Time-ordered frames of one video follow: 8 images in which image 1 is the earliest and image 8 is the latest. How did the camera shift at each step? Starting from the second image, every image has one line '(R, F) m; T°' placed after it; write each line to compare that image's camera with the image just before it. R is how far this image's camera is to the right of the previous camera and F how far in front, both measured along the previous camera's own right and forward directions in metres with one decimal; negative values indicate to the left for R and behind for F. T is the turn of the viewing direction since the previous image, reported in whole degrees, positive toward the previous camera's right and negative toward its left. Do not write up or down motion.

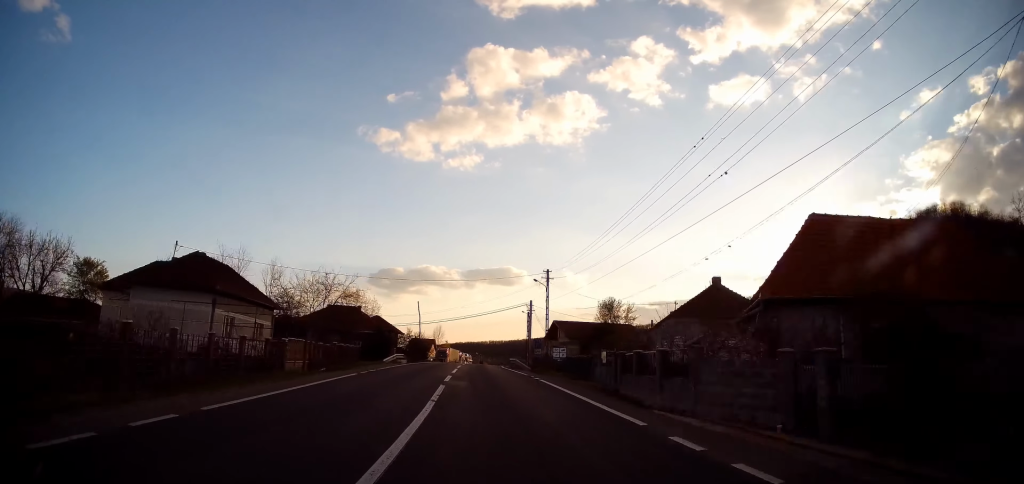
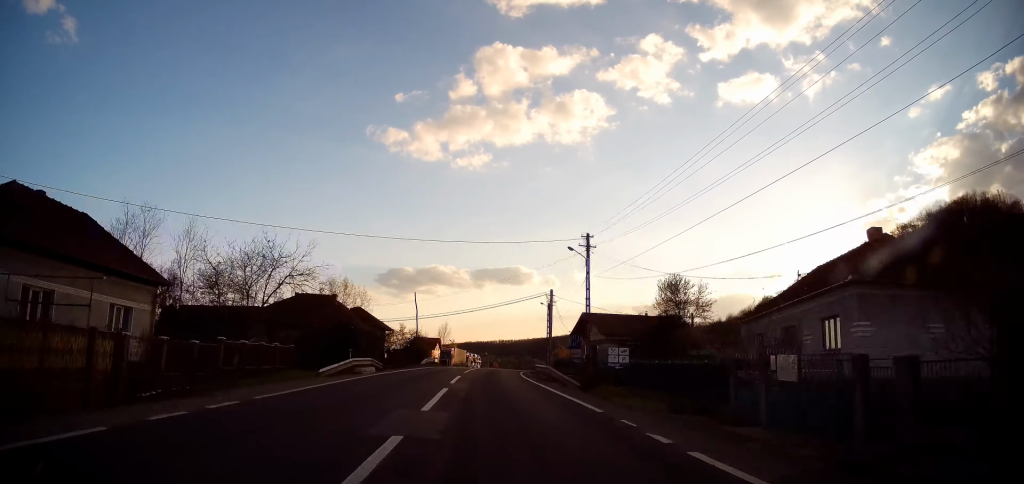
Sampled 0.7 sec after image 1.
(-0.6, +15.4) m; -3°
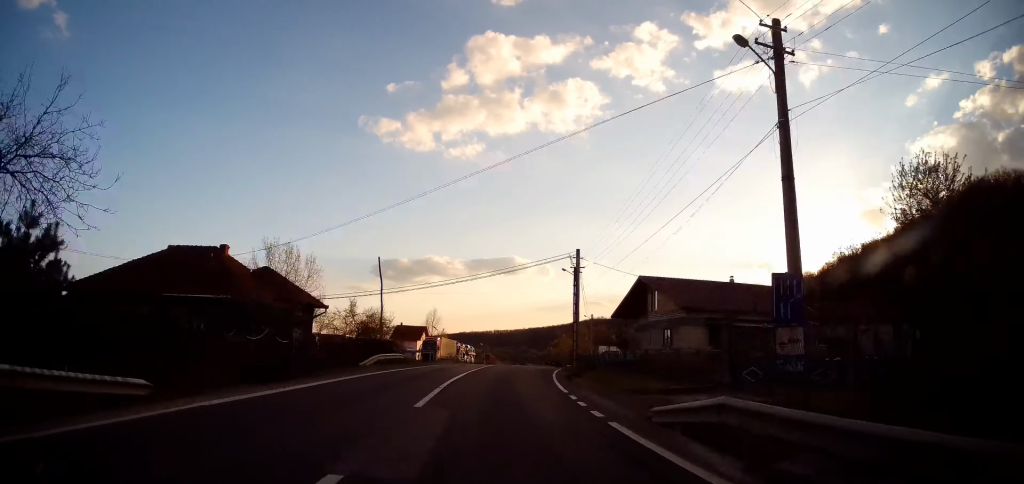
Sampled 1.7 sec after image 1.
(-0.9, +22.9) m; -2°
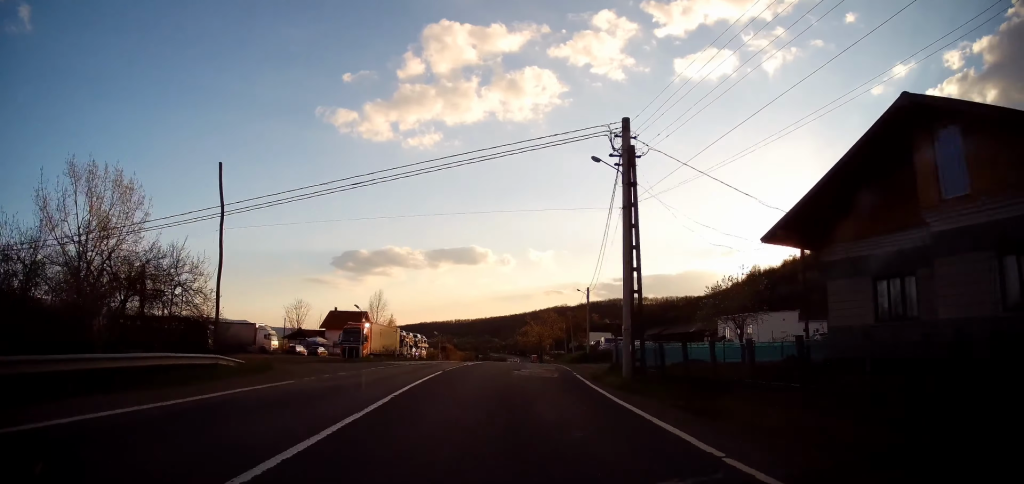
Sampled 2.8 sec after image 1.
(+0.4, +26.4) m; +2°
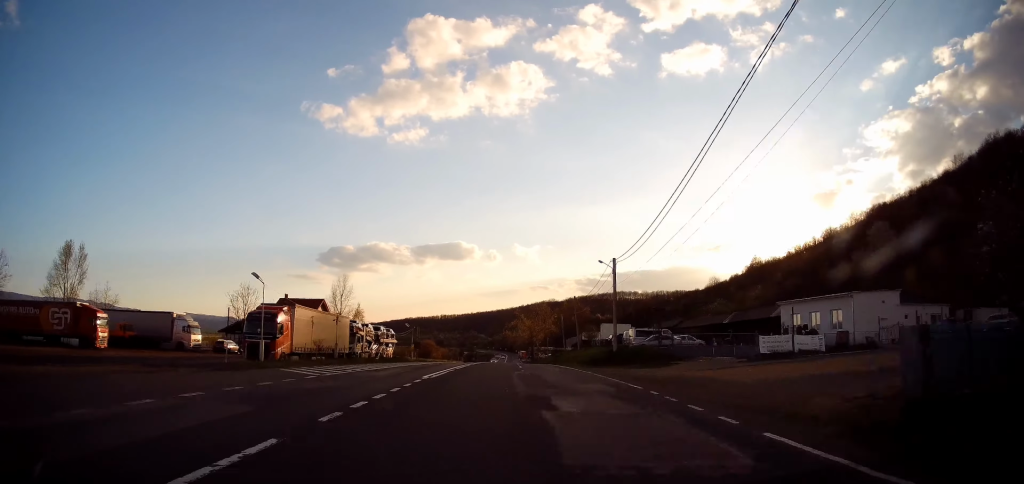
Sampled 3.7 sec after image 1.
(+0.4, +19.5) m; +2°
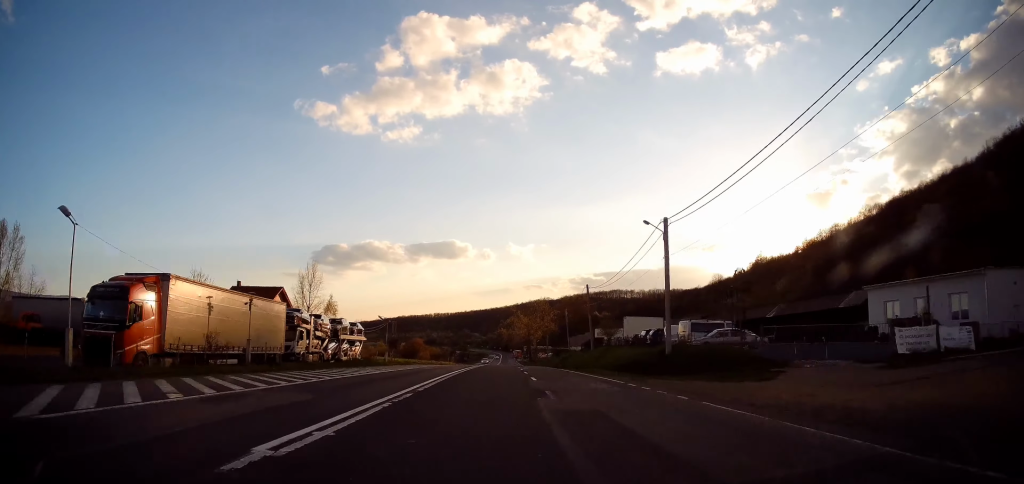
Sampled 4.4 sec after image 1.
(-0.1, +15.0) m; +1°
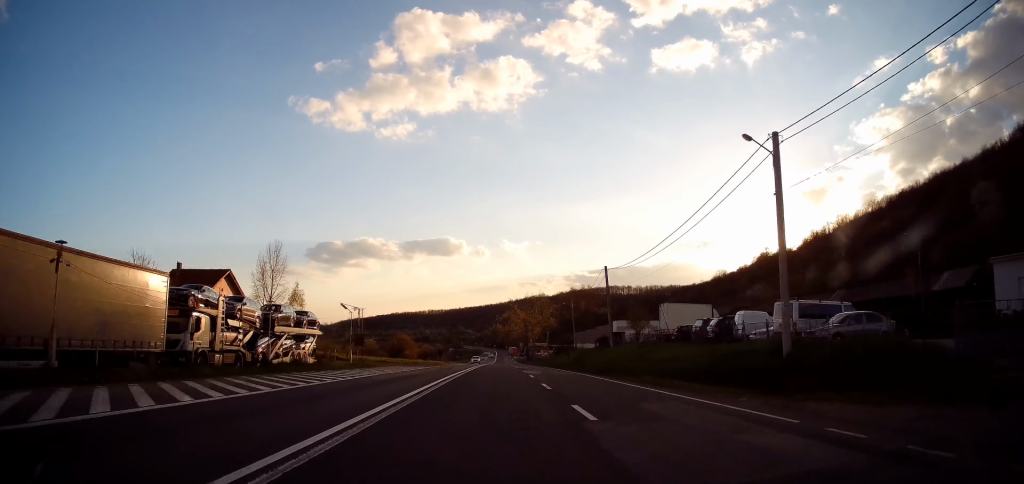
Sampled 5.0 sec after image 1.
(+0.2, +13.6) m; +1°
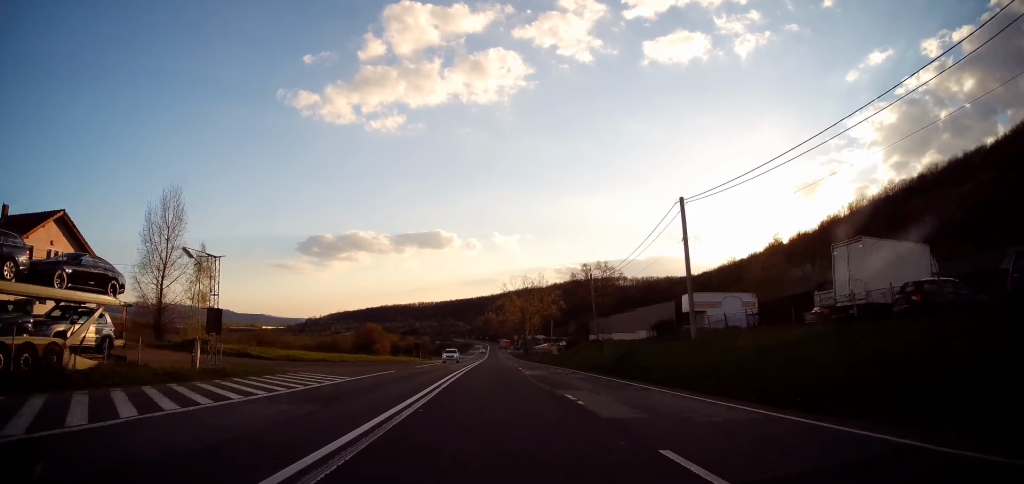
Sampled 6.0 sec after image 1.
(+0.2, +23.4) m; +1°
